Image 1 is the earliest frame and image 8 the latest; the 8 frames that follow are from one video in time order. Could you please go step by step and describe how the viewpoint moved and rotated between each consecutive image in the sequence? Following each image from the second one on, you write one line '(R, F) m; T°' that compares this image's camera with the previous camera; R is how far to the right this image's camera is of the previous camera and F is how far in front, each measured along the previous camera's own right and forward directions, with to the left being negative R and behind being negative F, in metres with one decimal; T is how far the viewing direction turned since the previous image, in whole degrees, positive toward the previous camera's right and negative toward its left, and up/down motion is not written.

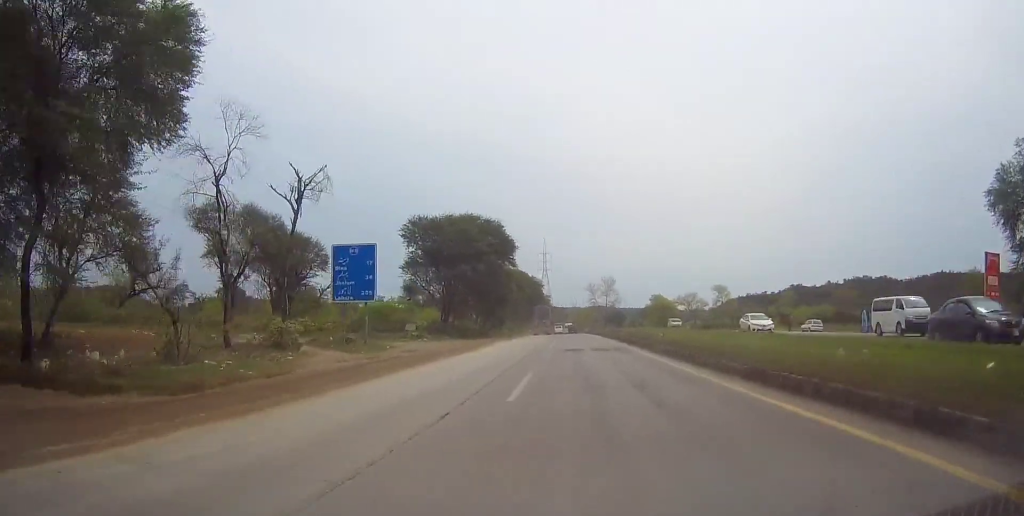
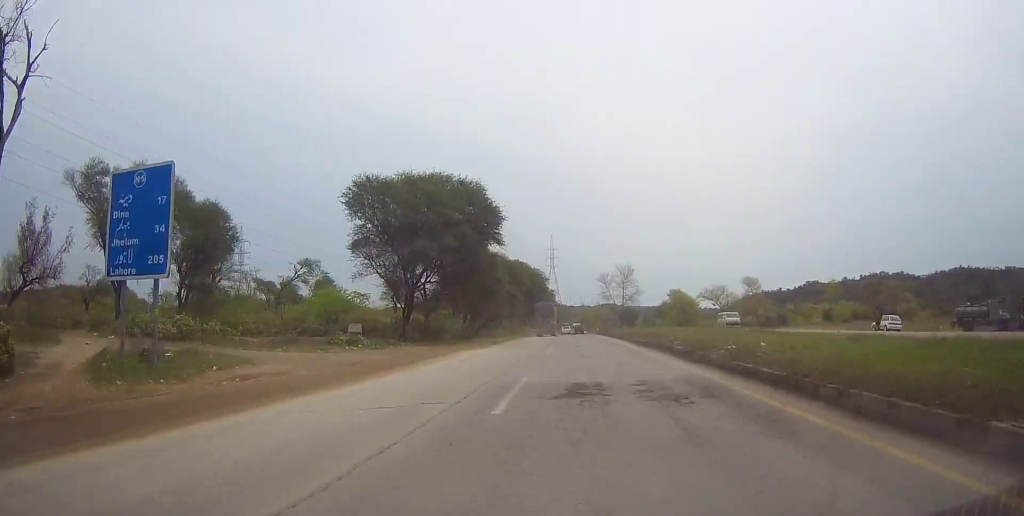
(0.0, +19.3) m; 0°
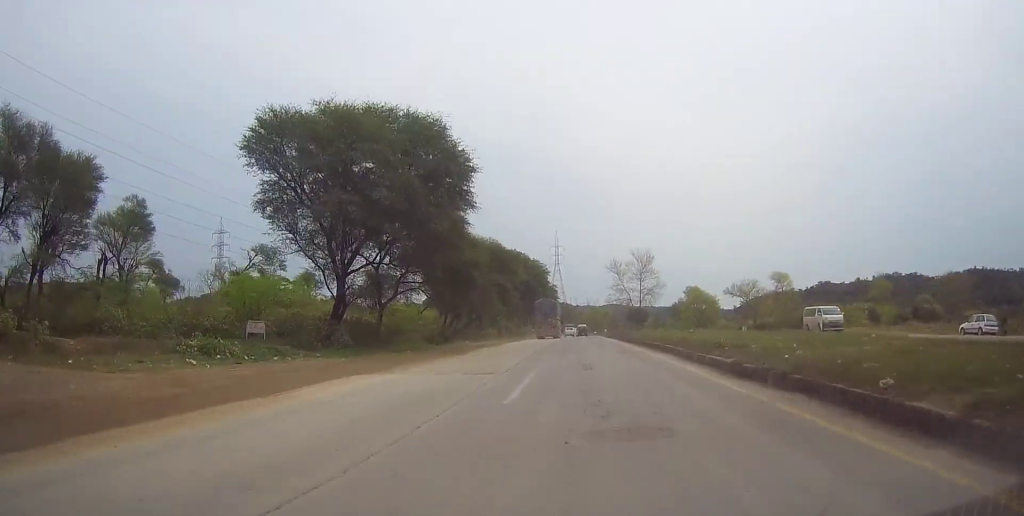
(0.0, +16.7) m; 0°
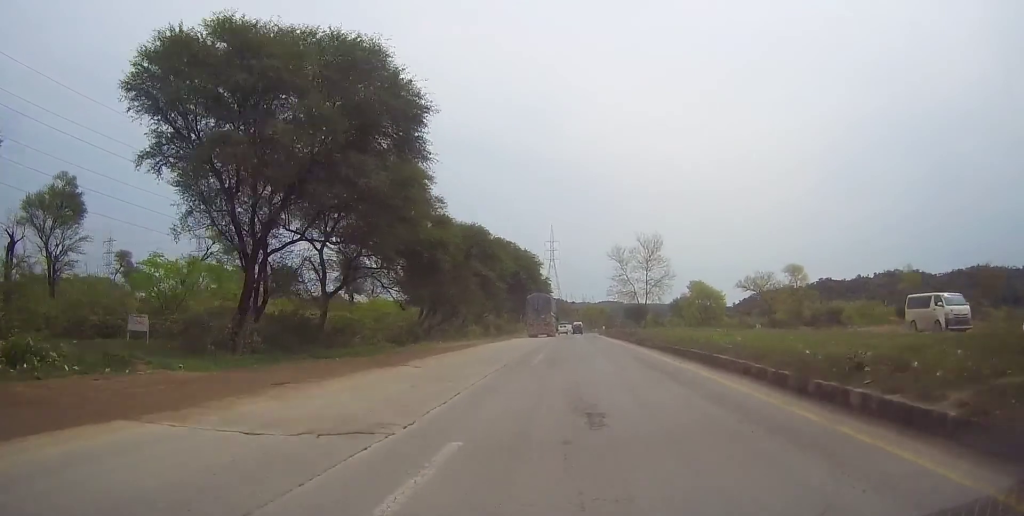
(-0.1, +9.7) m; 0°
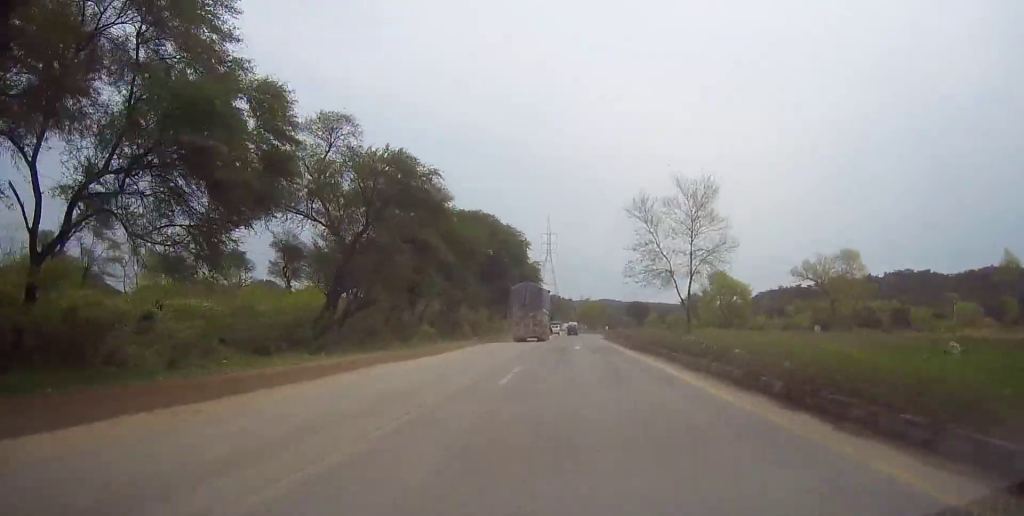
(+0.2, +23.4) m; -1°
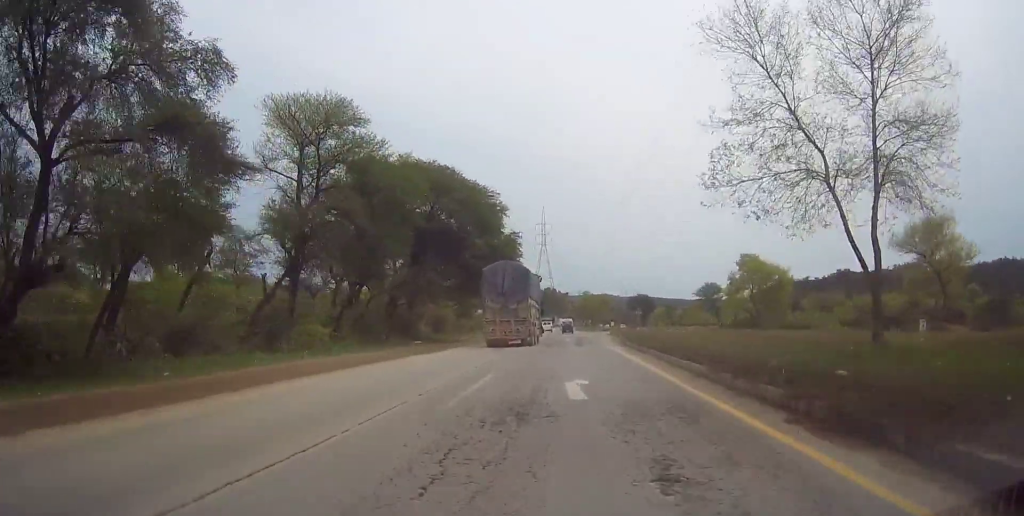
(-0.4, +22.1) m; 0°
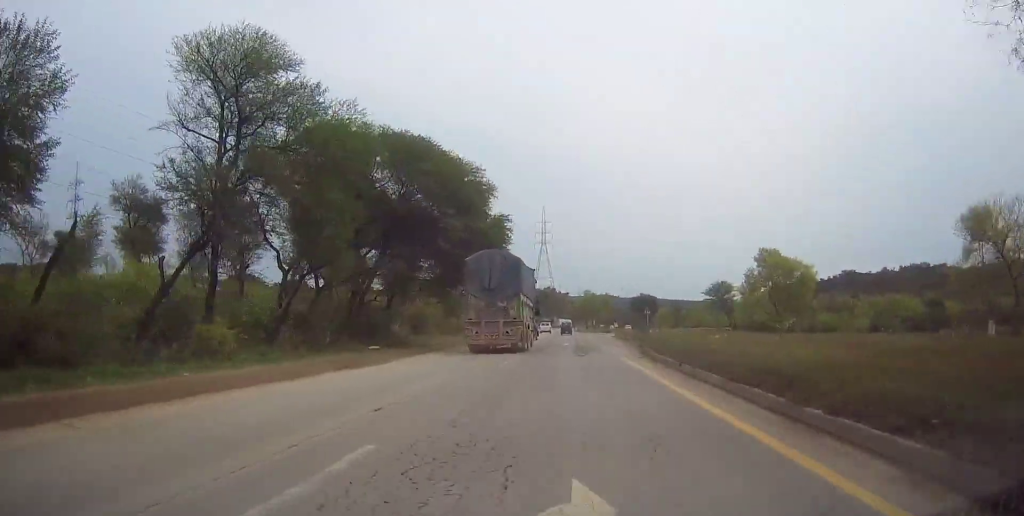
(+0.1, +9.3) m; +1°
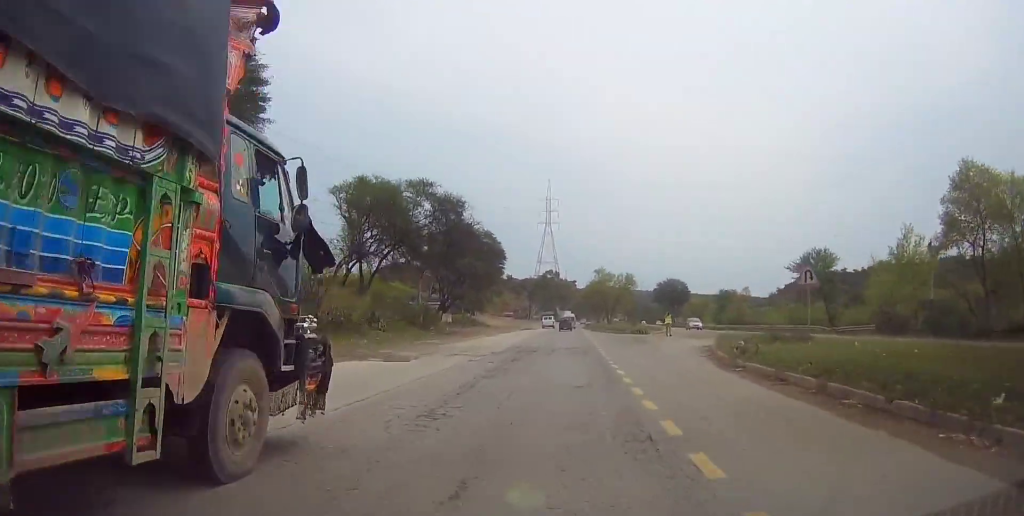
(0.0, +46.5) m; 0°
